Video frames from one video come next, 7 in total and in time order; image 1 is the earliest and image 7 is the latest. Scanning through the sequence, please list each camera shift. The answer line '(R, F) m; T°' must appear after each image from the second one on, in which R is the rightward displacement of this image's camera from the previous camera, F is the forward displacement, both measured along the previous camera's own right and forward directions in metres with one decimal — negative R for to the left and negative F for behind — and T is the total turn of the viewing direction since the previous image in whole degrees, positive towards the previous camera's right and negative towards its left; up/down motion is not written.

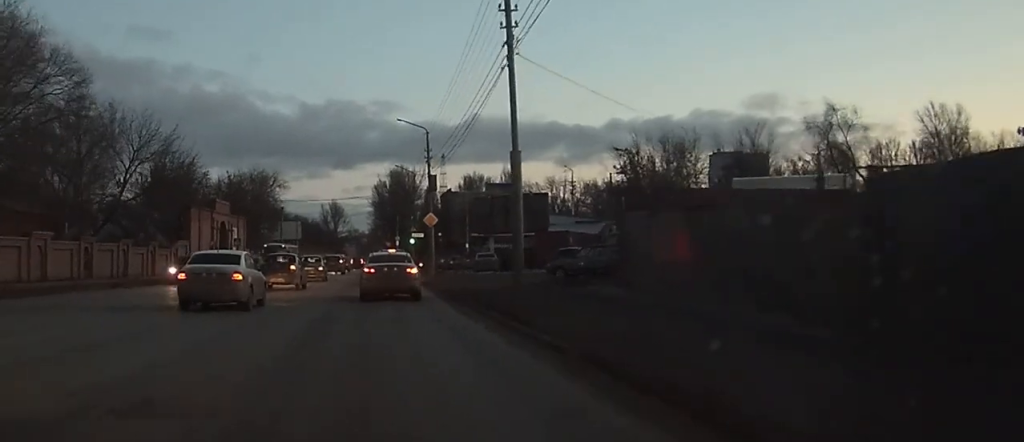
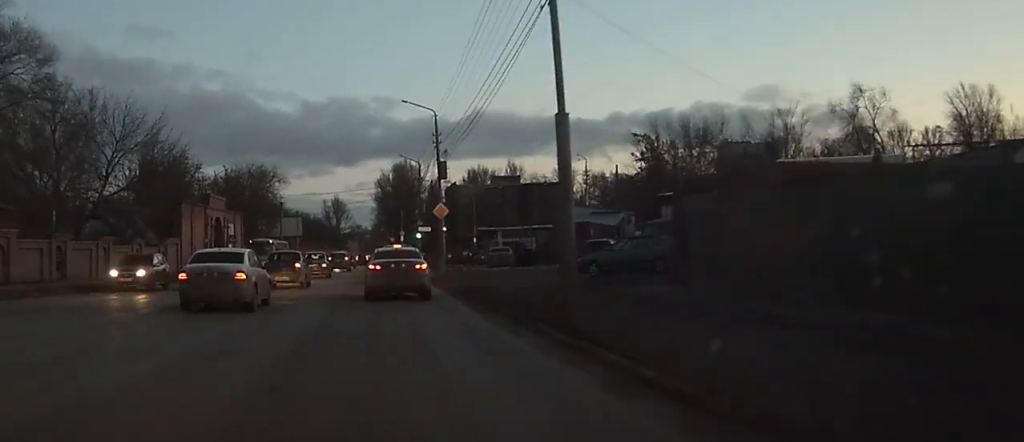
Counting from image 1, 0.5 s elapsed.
(0.0, +3.6) m; 0°
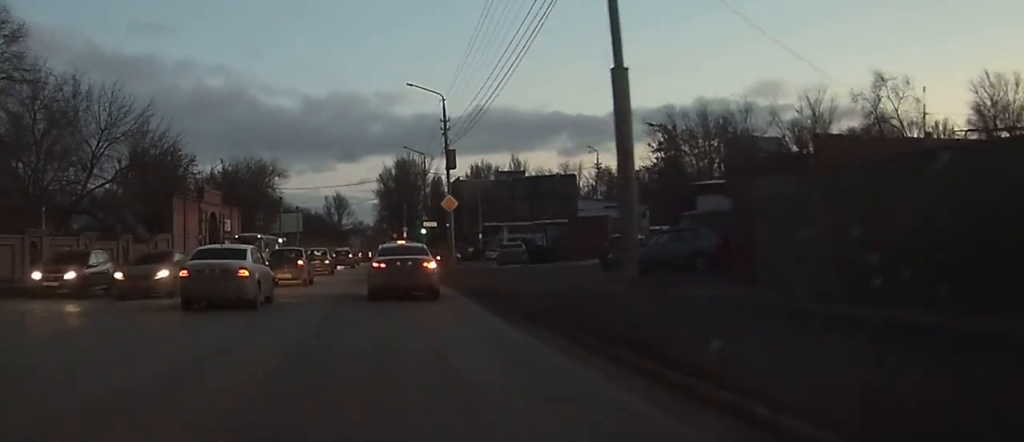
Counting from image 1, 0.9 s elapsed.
(0.0, +3.1) m; 0°
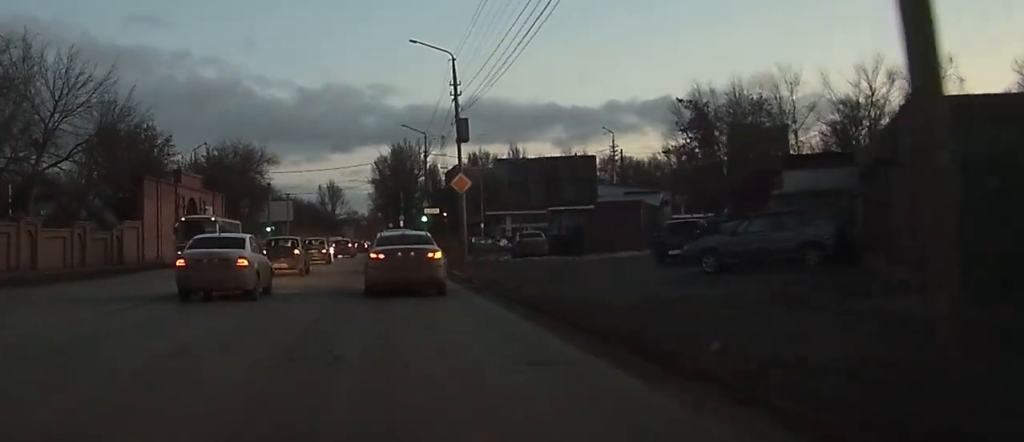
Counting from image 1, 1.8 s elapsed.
(0.0, +6.9) m; 0°
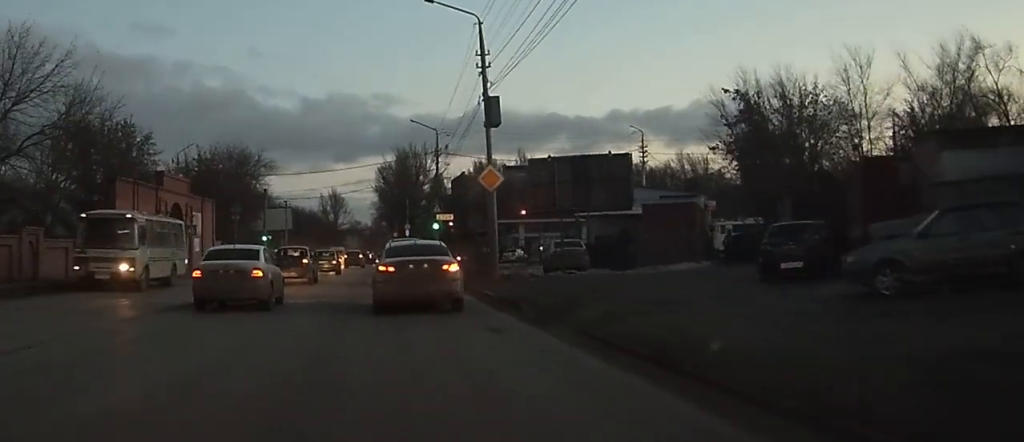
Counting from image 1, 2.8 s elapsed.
(0.0, +8.3) m; +1°
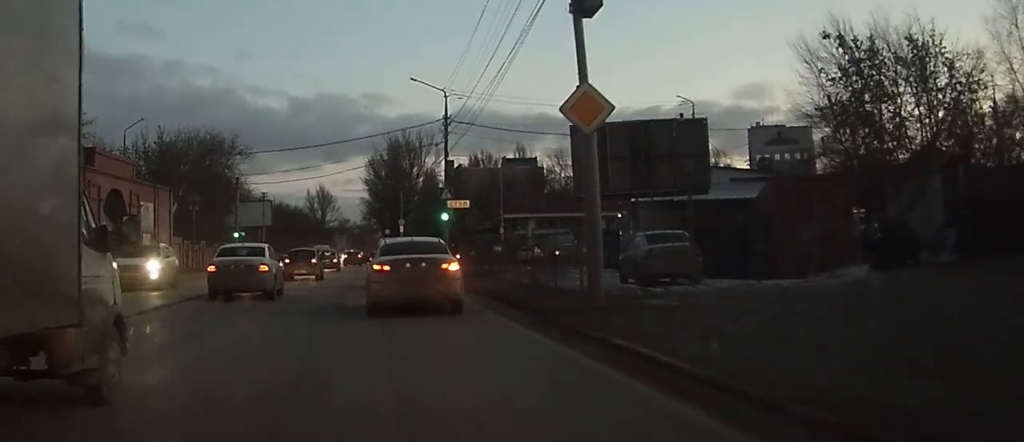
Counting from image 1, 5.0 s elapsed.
(+0.4, +15.4) m; +2°
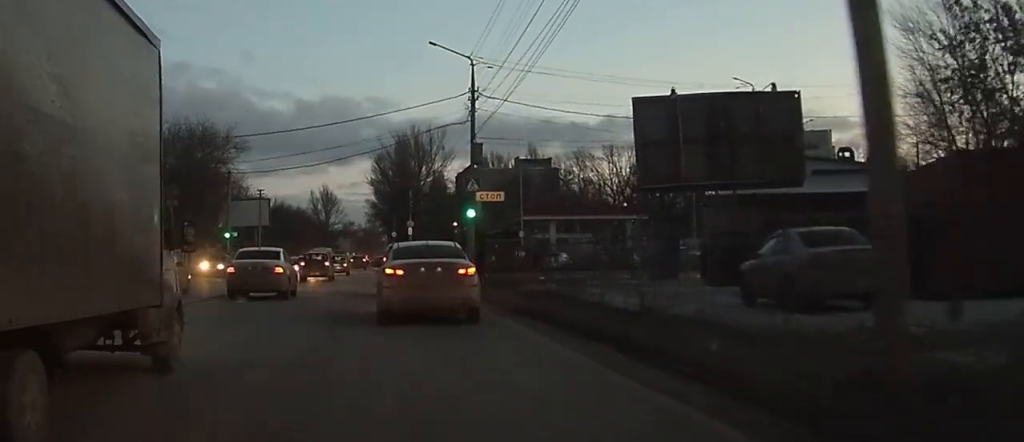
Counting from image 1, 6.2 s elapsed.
(0.0, +8.3) m; -1°
